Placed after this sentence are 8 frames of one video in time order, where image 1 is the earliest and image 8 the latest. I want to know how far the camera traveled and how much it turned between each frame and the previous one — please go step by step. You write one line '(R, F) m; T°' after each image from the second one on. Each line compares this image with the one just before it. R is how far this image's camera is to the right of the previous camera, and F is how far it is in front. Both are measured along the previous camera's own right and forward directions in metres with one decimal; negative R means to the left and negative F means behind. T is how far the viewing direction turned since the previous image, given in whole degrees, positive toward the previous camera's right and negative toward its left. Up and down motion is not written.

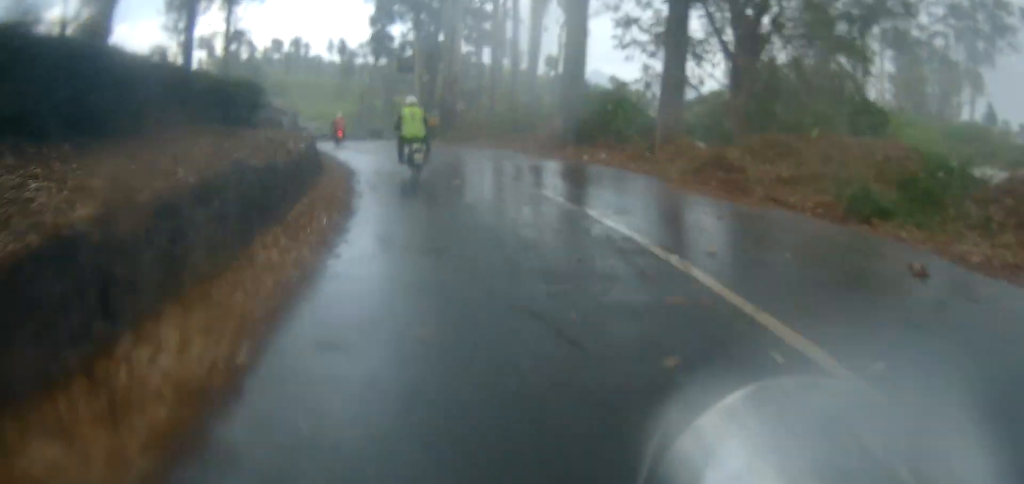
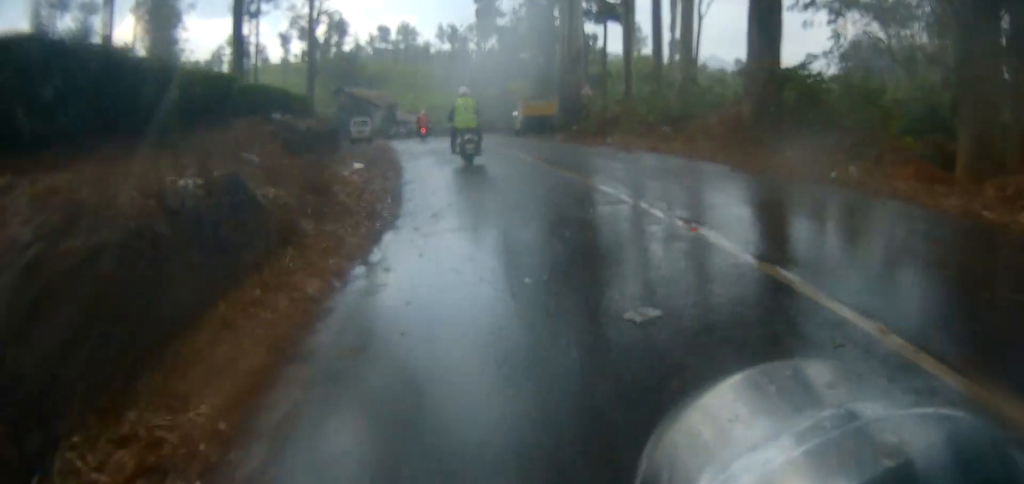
(-0.8, +8.3) m; -9°
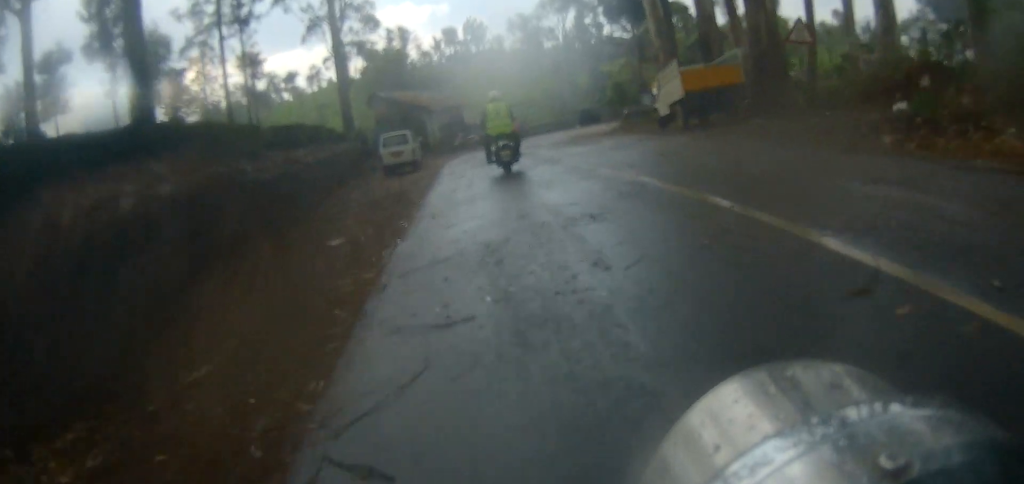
(-0.9, +14.3) m; -4°
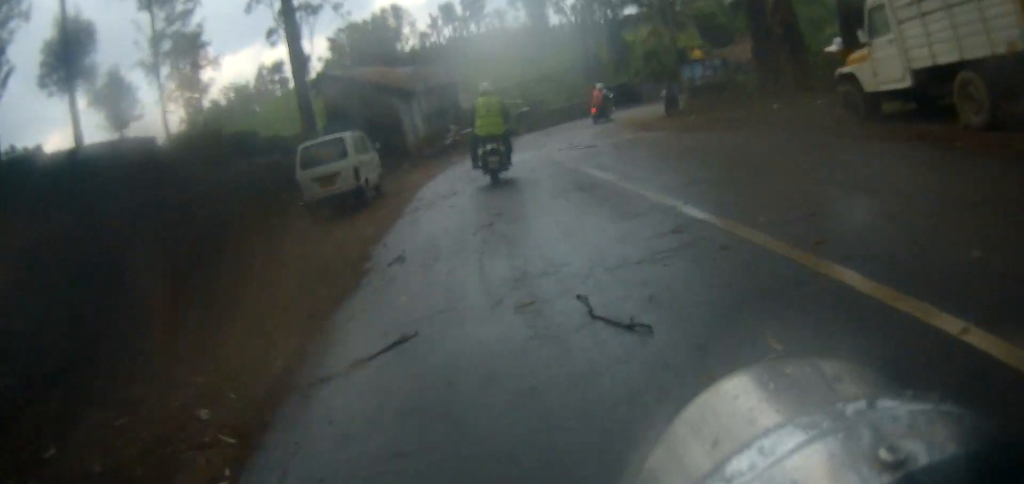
(-0.1, +10.4) m; -2°
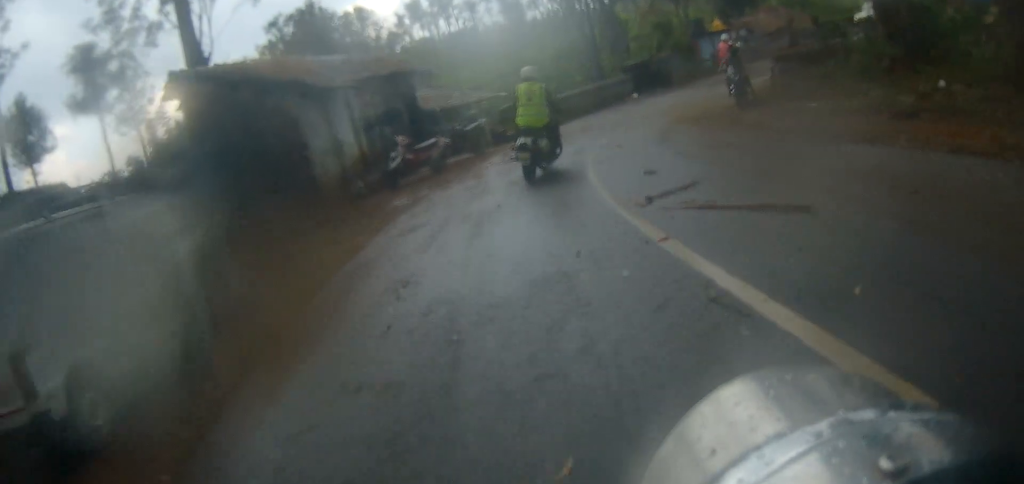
(-0.2, +9.6) m; +1°
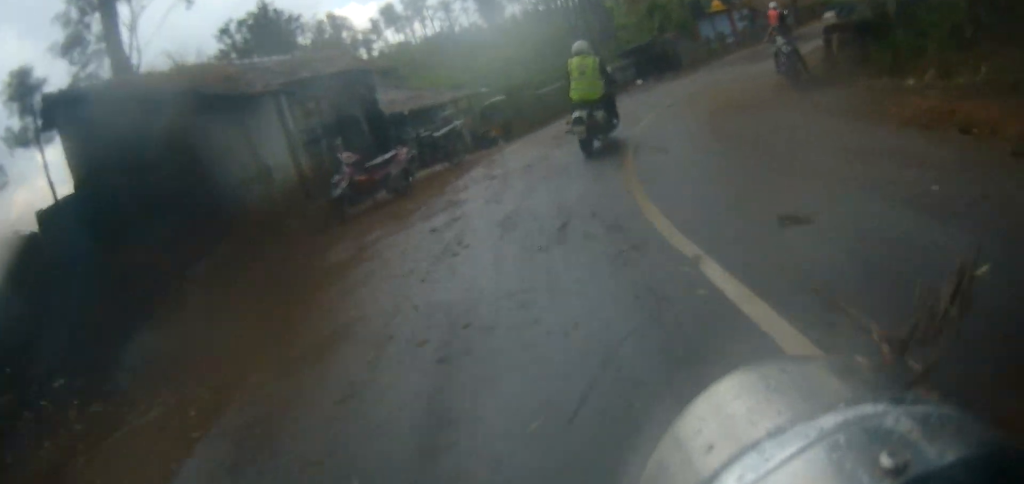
(+0.2, +3.9) m; +6°
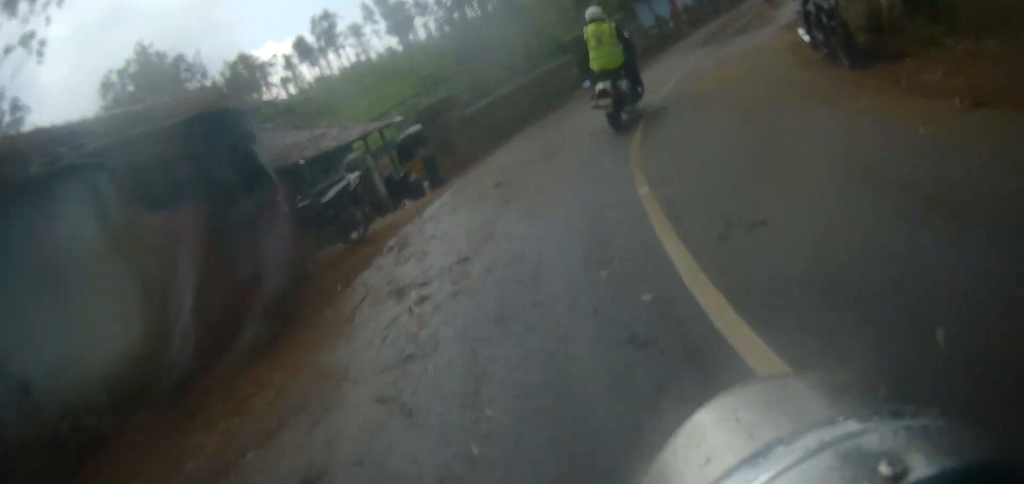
(-0.2, +4.4) m; +7°
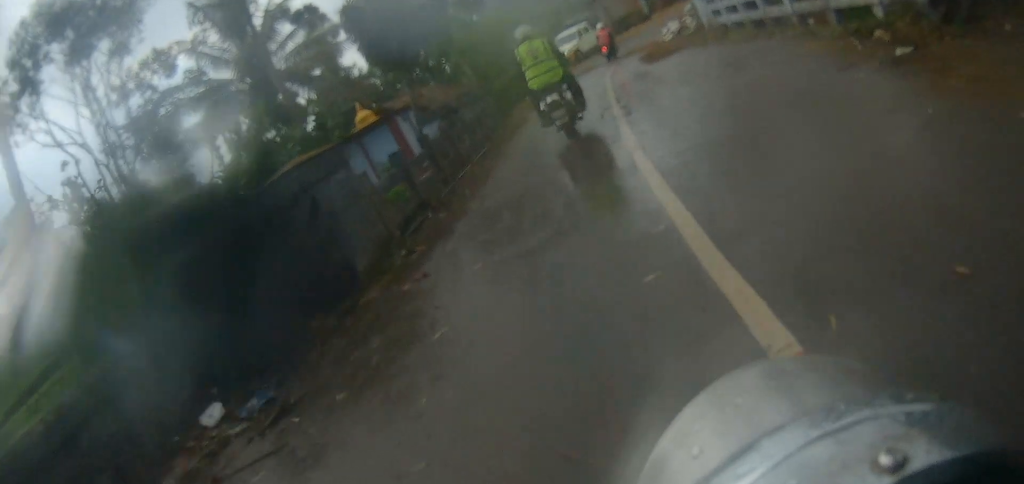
(+2.1, +13.0) m; +20°
